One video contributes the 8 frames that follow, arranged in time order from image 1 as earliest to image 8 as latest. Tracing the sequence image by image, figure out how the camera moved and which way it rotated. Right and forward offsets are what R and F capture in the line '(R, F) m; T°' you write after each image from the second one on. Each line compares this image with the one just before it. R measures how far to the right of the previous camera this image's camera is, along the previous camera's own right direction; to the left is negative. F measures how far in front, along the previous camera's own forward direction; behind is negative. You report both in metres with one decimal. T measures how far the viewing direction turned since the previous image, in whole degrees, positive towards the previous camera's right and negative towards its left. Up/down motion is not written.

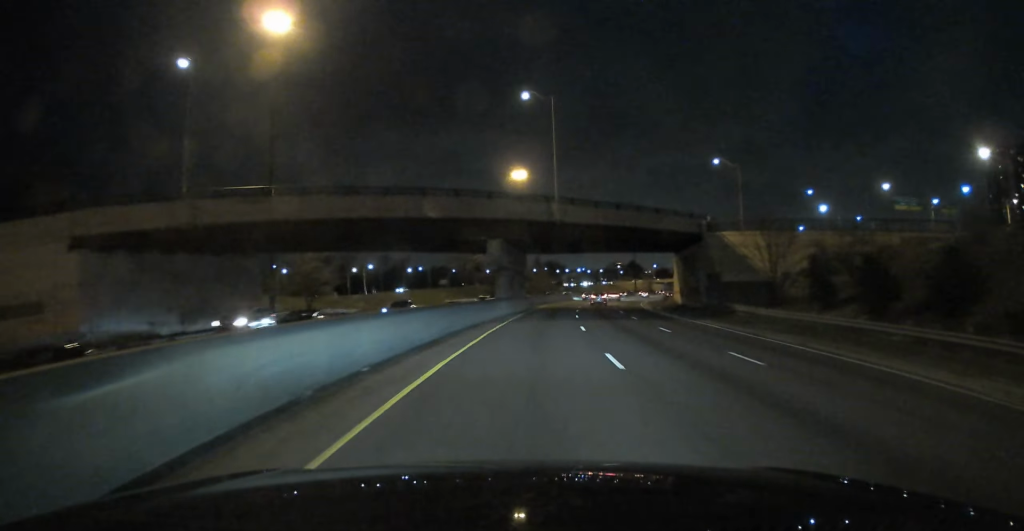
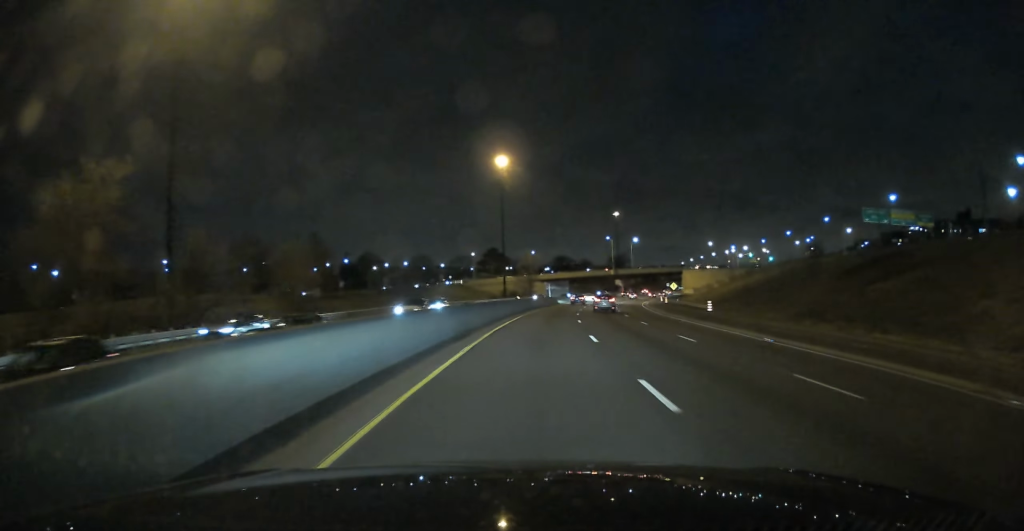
(+14.0, +129.8) m; +13°
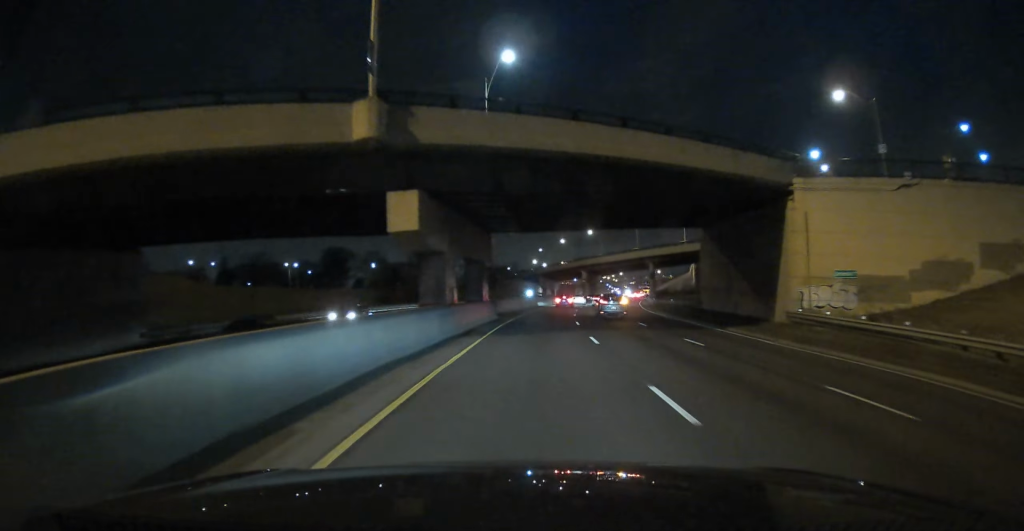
(+25.0, +162.8) m; +16°
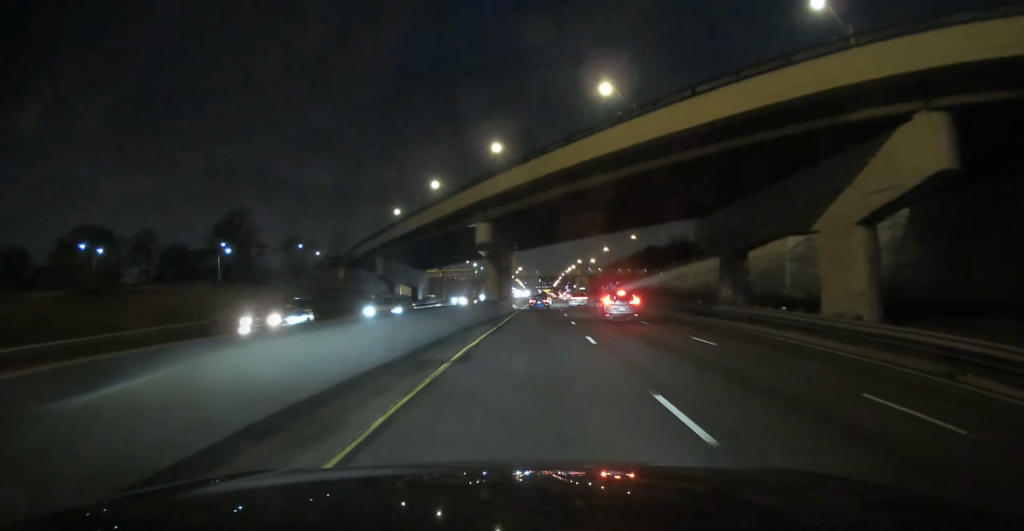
(+8.3, +102.8) m; +8°
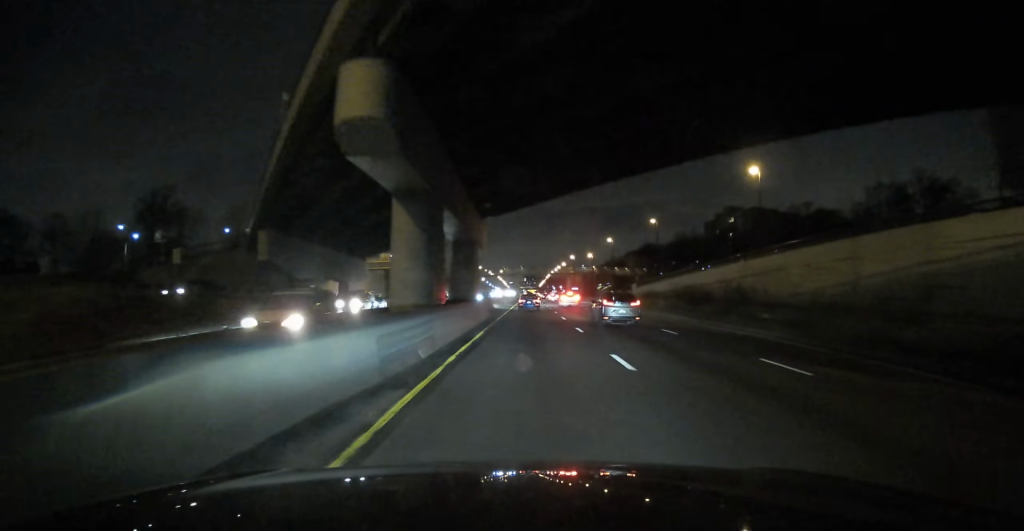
(+0.9, +32.1) m; +1°
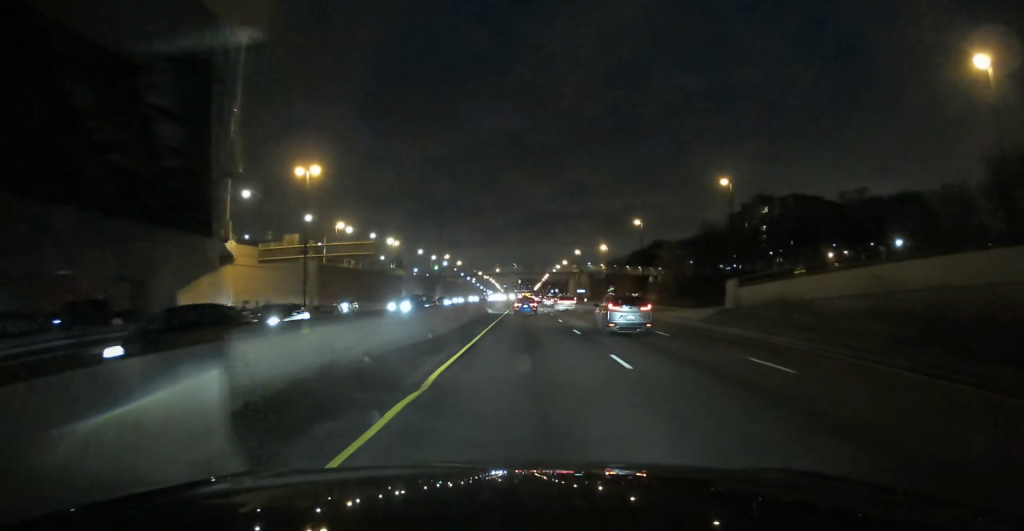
(+0.7, +37.1) m; +1°
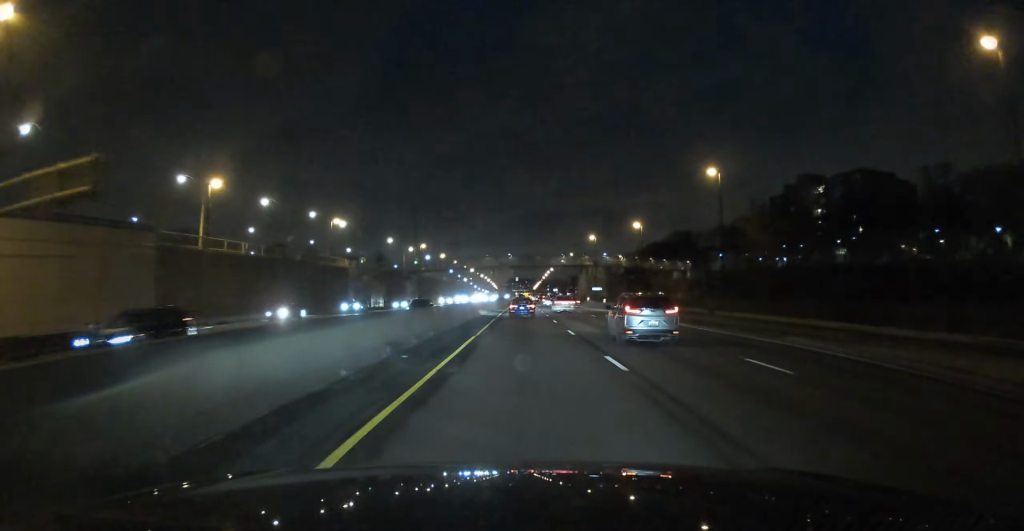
(+0.4, +38.0) m; +1°
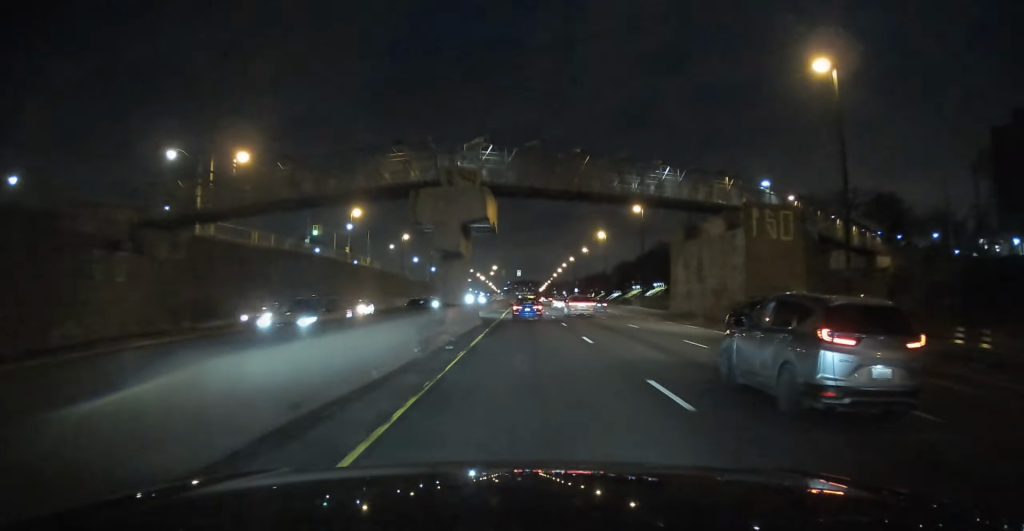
(+0.6, +93.6) m; 0°
